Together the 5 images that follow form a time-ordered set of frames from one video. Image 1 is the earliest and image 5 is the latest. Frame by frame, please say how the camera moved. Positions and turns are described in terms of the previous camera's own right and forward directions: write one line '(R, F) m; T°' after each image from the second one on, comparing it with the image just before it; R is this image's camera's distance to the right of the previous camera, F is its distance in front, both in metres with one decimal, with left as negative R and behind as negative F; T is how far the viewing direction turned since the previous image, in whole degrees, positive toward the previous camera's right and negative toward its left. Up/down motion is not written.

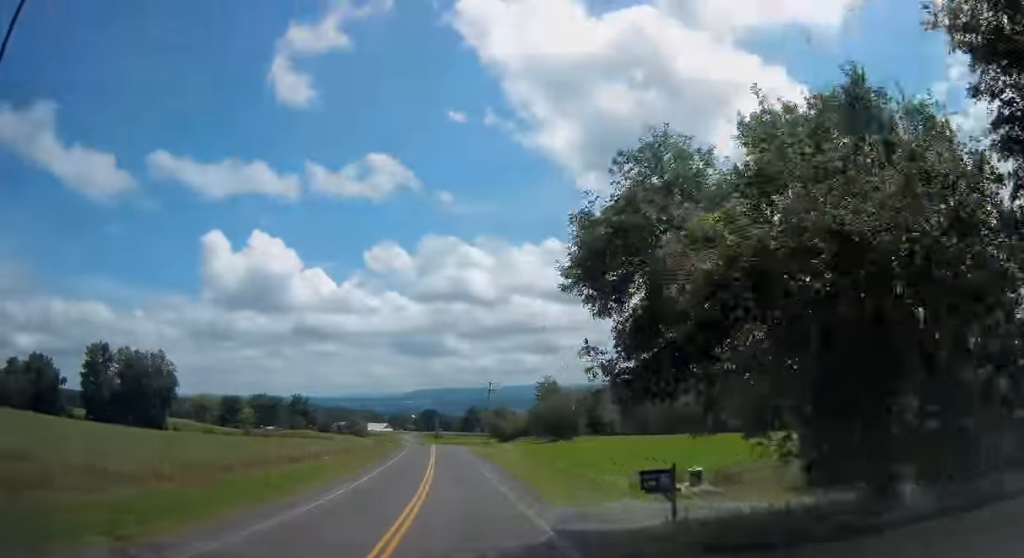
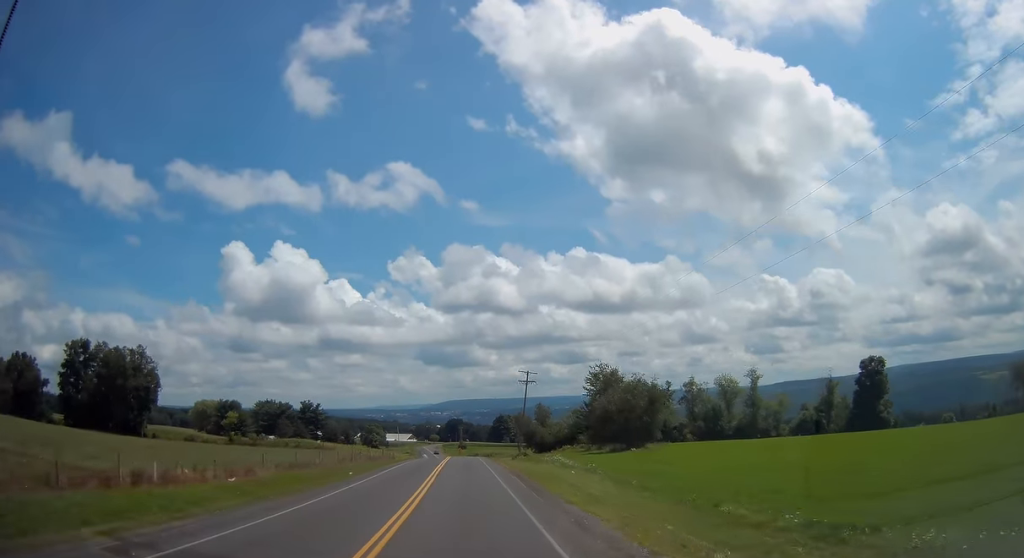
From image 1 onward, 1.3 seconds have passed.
(-0.7, +27.6) m; -2°
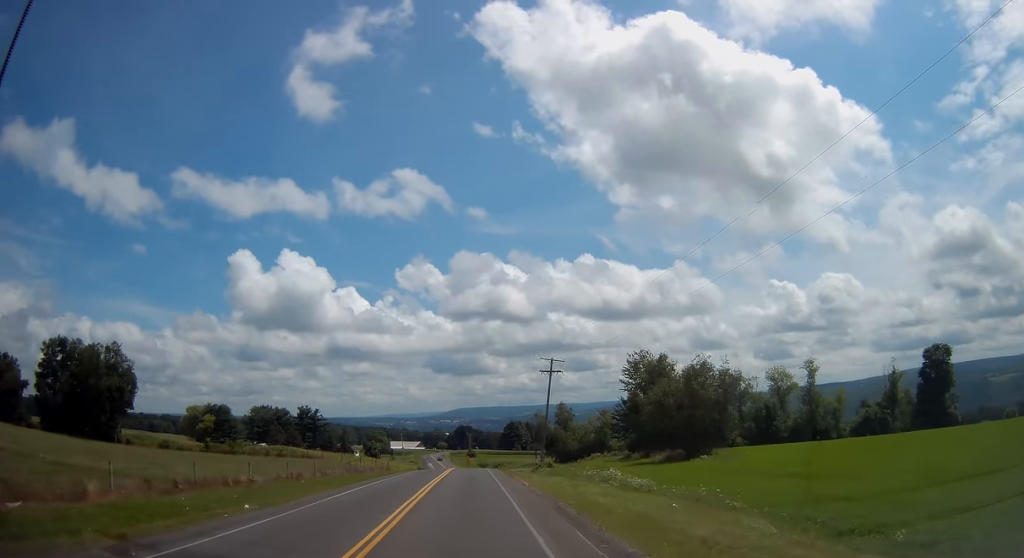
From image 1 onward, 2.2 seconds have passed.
(-0.2, +17.3) m; -1°
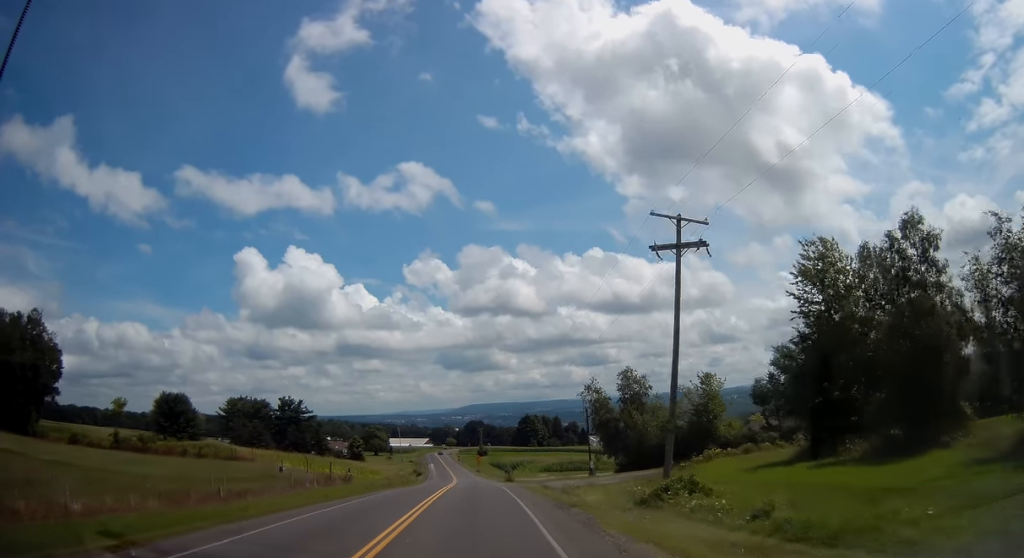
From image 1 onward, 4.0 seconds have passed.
(-0.5, +36.8) m; -2°
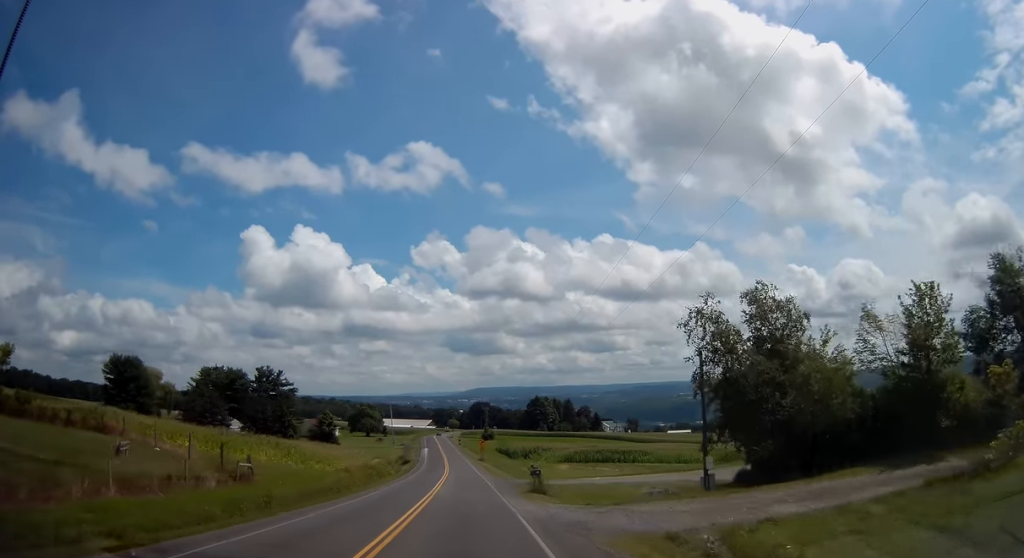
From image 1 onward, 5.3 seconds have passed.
(-0.5, +27.8) m; -1°
